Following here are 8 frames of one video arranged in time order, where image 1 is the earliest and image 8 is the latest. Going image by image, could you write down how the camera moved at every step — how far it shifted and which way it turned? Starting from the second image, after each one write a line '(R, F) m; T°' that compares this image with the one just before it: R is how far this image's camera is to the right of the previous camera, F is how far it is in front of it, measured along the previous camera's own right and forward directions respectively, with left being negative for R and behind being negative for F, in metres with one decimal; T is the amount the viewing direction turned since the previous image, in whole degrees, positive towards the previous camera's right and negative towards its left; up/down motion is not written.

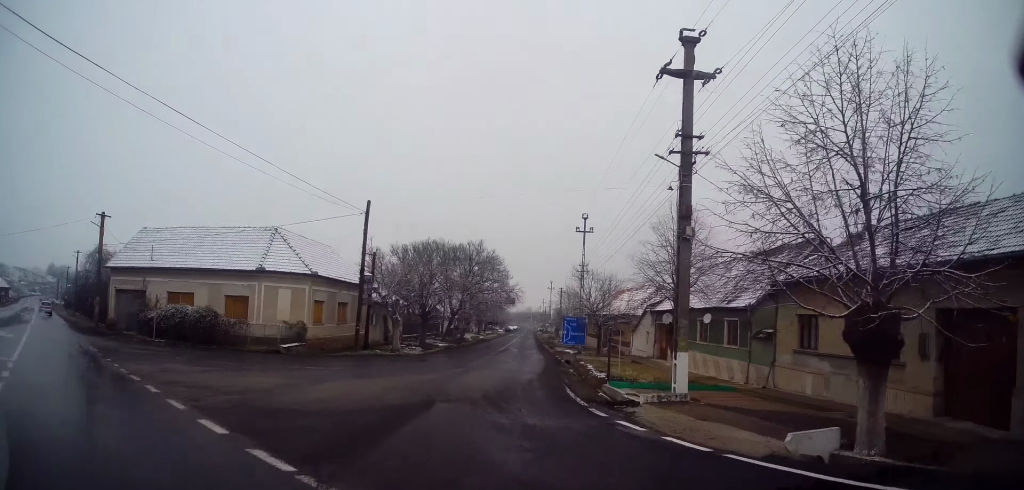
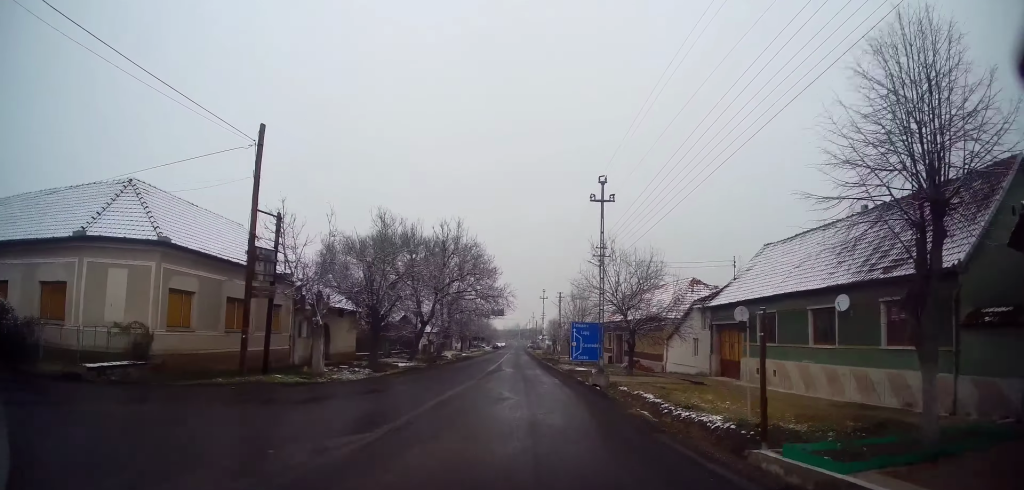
(0.0, +14.8) m; 0°
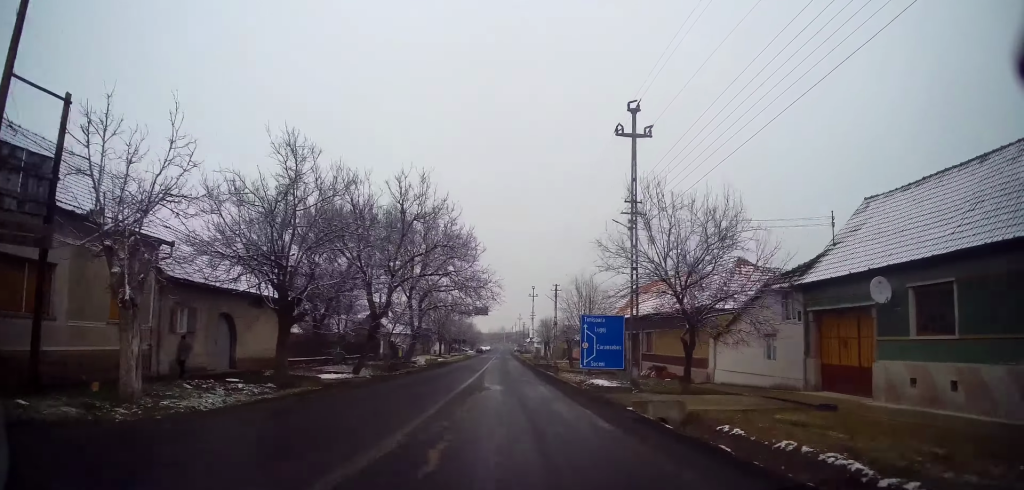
(+0.1, +11.3) m; 0°
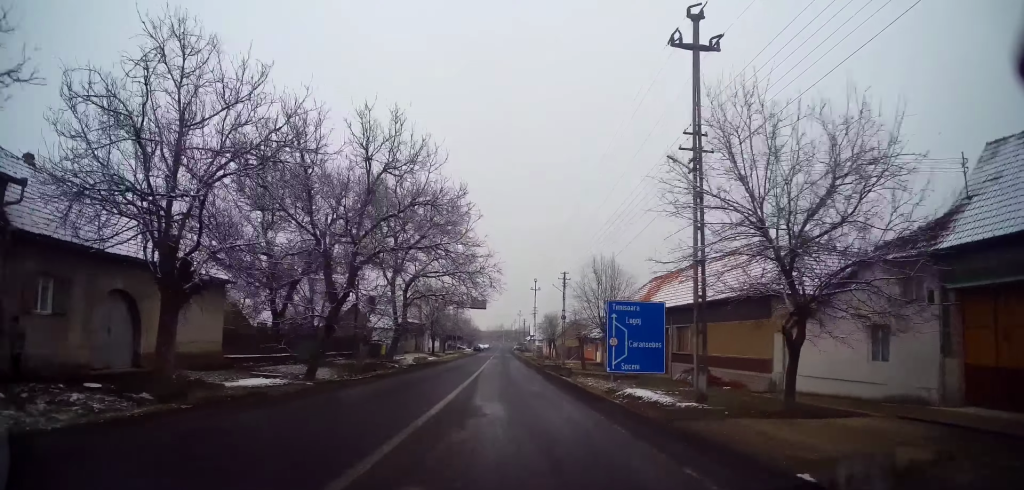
(-0.1, +7.9) m; +1°
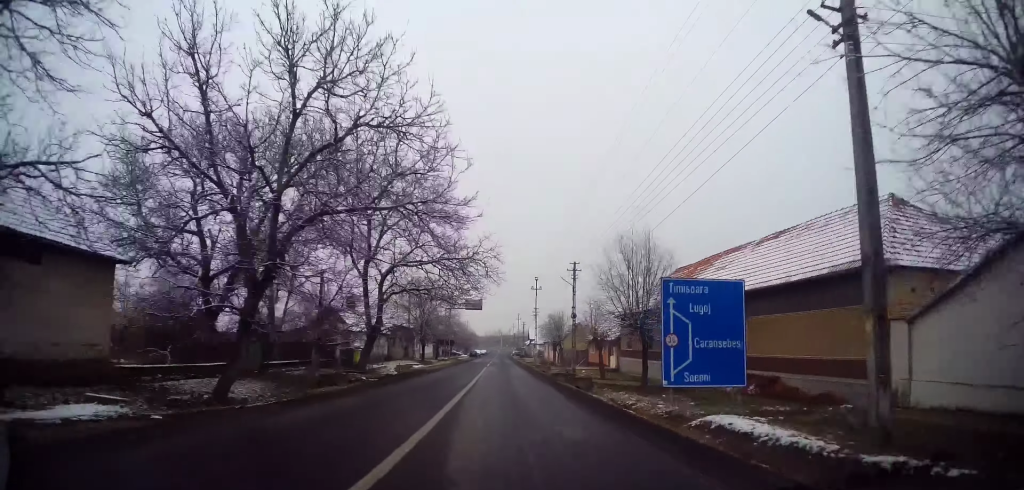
(+0.1, +8.2) m; +1°
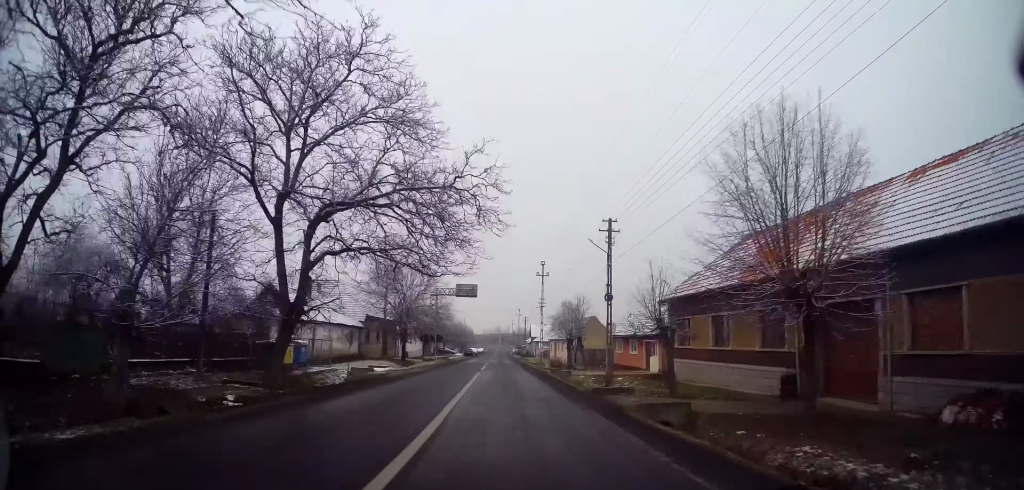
(+0.2, +13.4) m; +1°
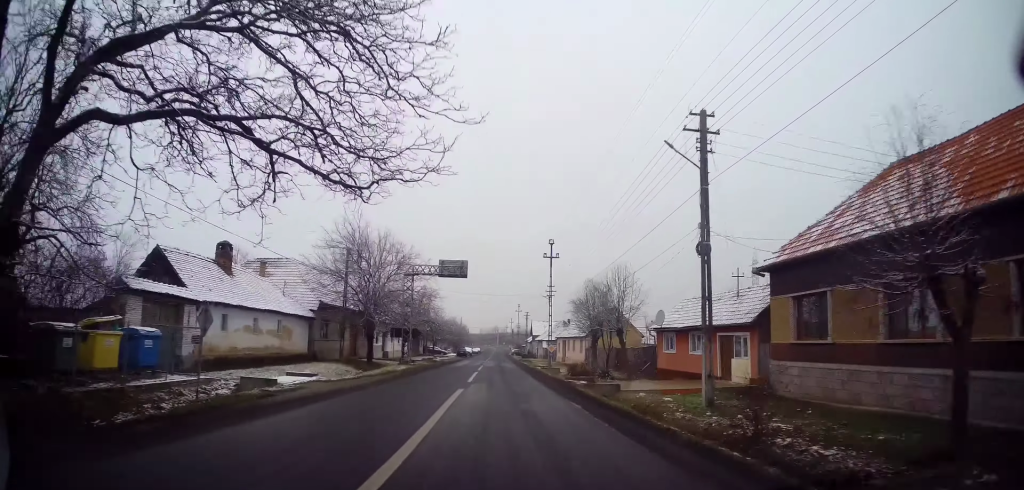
(-0.1, +13.2) m; 0°
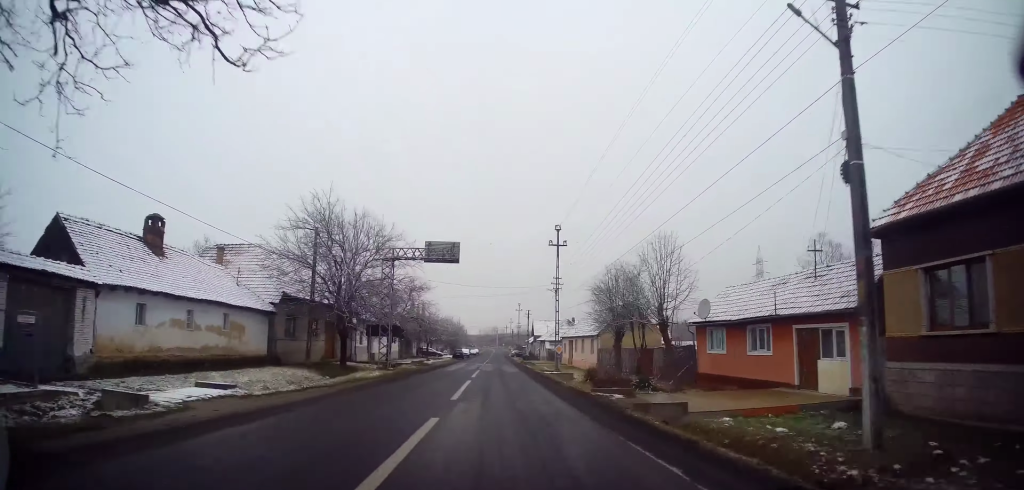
(0.0, +6.7) m; 0°
